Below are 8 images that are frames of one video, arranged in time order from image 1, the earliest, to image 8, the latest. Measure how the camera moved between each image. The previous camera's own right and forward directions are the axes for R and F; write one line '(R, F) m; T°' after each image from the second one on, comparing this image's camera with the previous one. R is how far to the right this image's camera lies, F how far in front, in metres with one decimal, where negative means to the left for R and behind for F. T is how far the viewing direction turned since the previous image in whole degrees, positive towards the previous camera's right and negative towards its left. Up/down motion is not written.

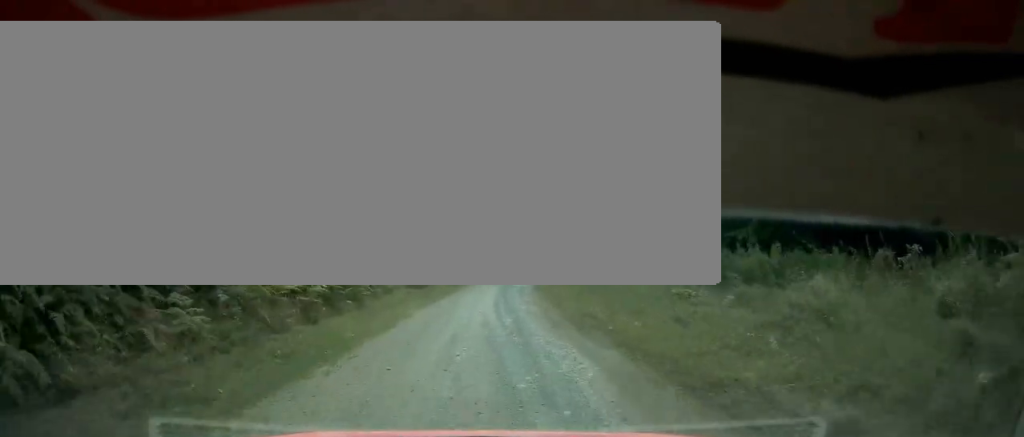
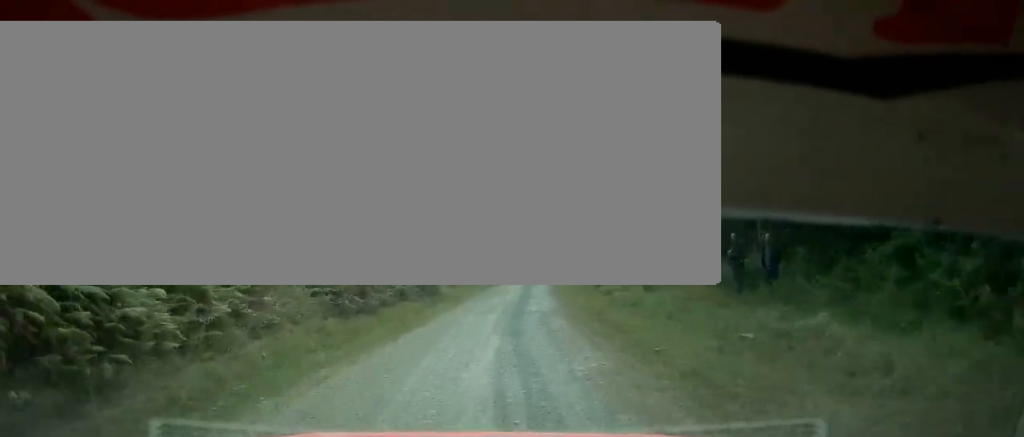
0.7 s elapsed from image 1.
(+0.1, +17.2) m; 0°
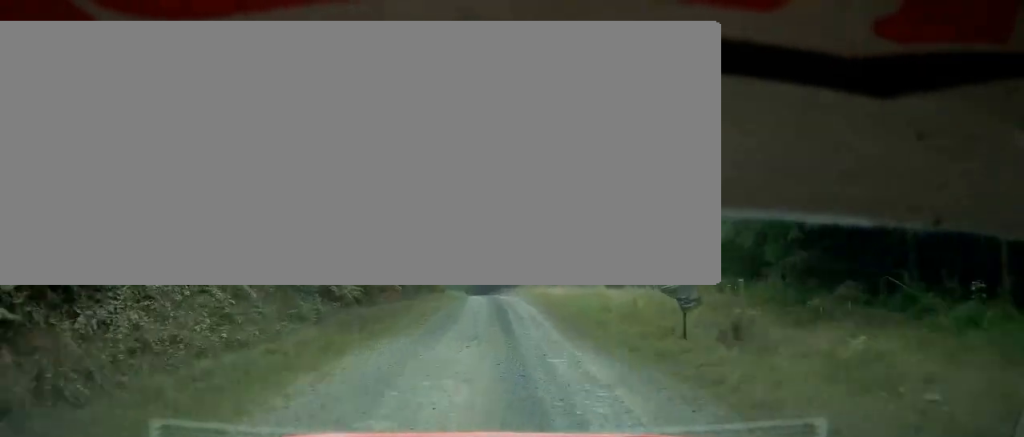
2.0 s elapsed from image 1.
(+0.2, +38.1) m; 0°
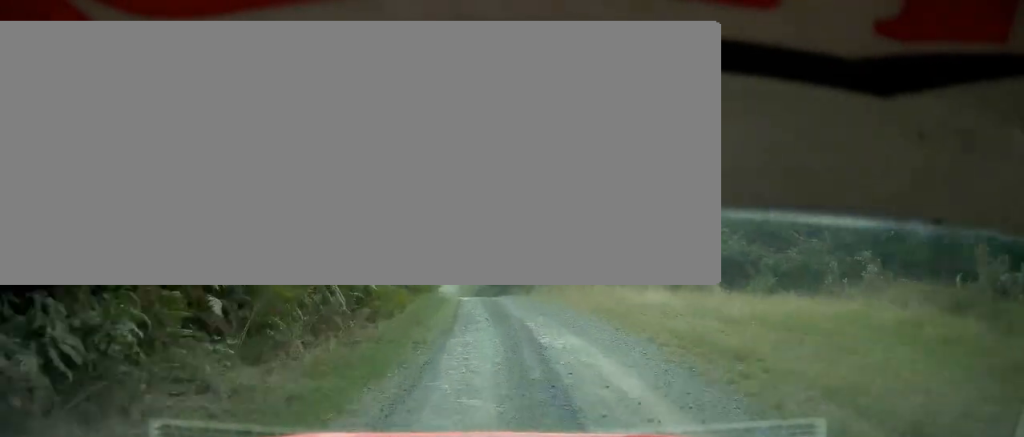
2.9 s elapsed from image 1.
(+0.2, +25.5) m; -1°
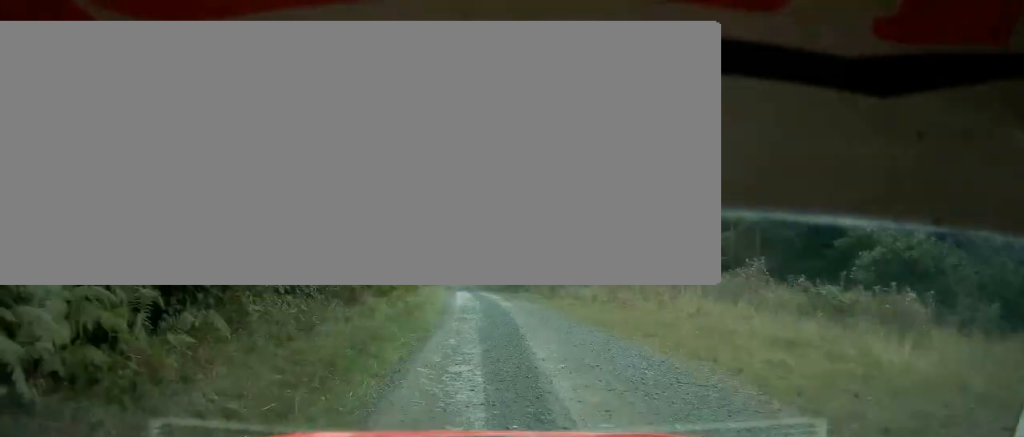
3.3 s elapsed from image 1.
(-0.3, +14.9) m; -1°
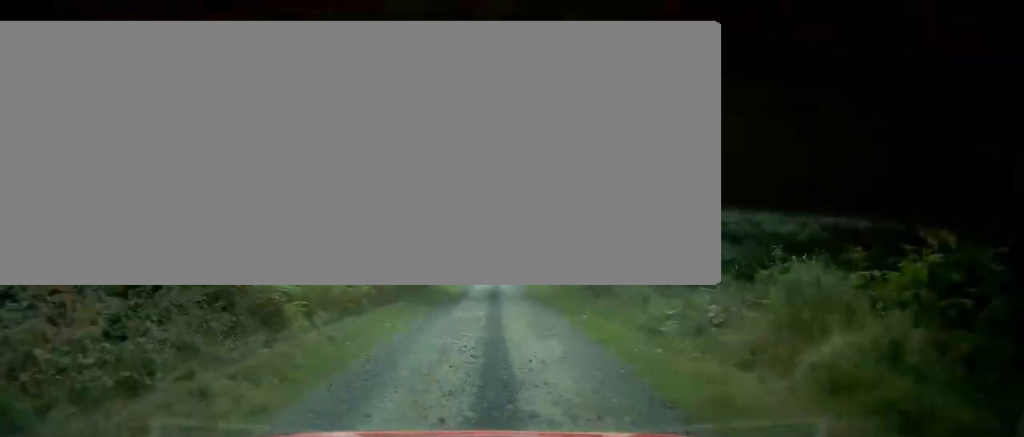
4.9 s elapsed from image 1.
(-1.9, +54.3) m; -3°
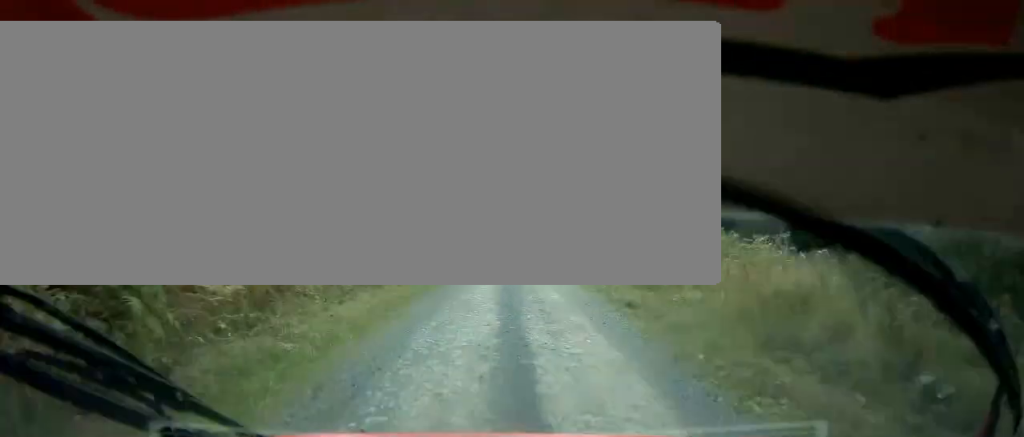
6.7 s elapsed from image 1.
(-0.4, +64.3) m; -5°
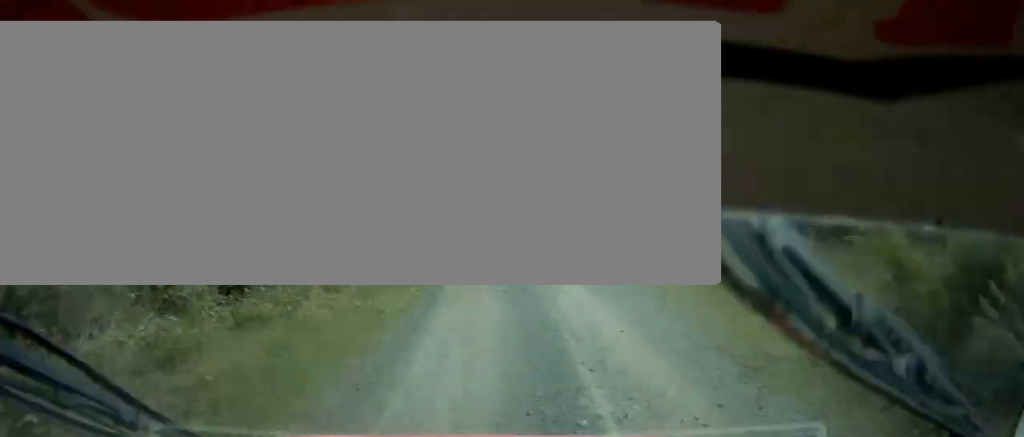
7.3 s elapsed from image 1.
(-0.8, +18.0) m; -3°
